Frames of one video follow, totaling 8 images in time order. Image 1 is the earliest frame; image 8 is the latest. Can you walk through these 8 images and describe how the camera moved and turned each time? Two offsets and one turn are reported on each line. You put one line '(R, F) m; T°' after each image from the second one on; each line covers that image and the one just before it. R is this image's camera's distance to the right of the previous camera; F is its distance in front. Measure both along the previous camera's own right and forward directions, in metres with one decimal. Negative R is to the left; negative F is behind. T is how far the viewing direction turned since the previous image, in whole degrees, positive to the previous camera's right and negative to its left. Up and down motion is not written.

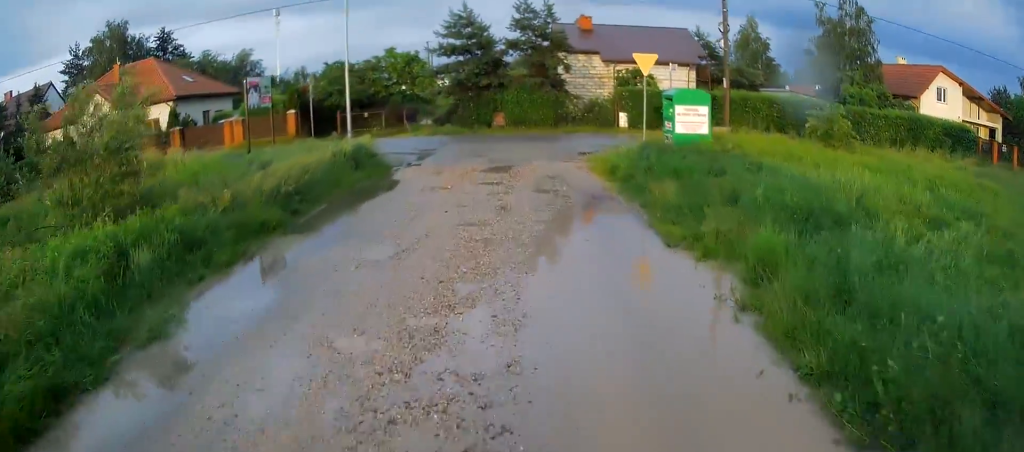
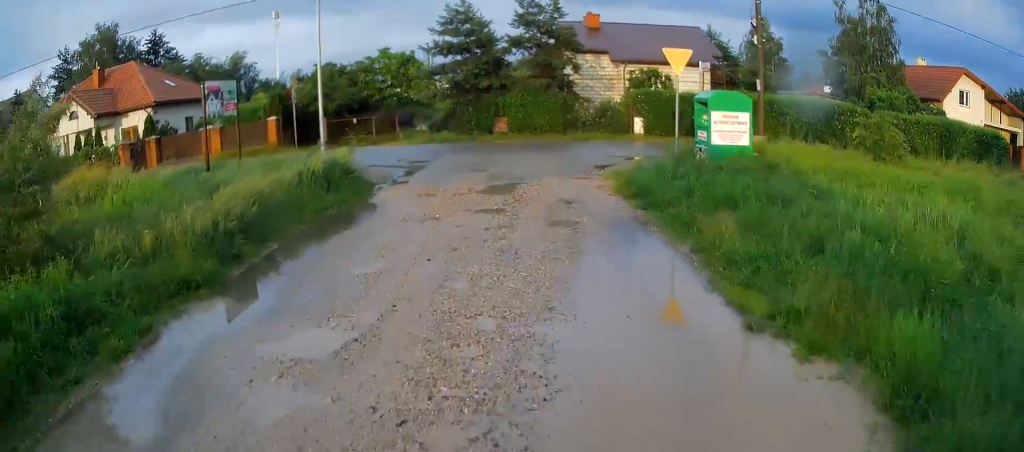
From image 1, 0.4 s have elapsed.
(-0.1, +3.1) m; -1°
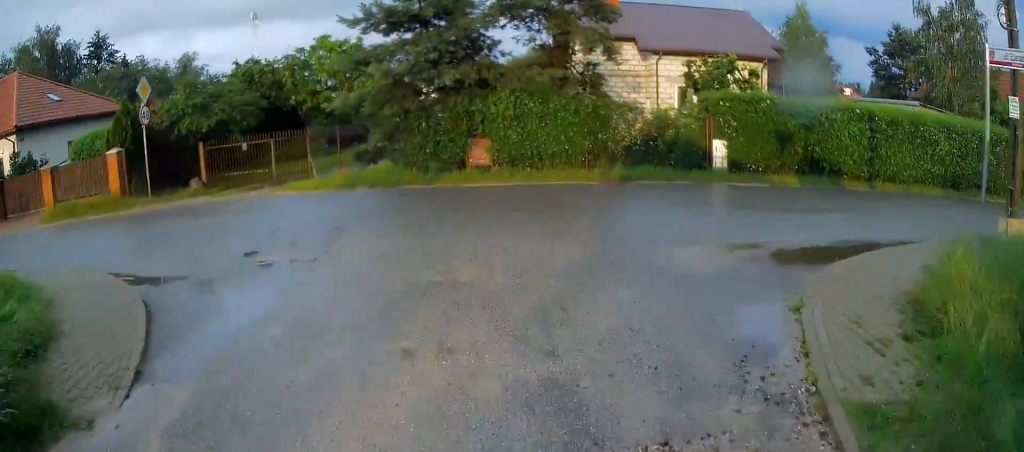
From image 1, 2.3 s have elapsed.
(0.0, +14.0) m; 0°
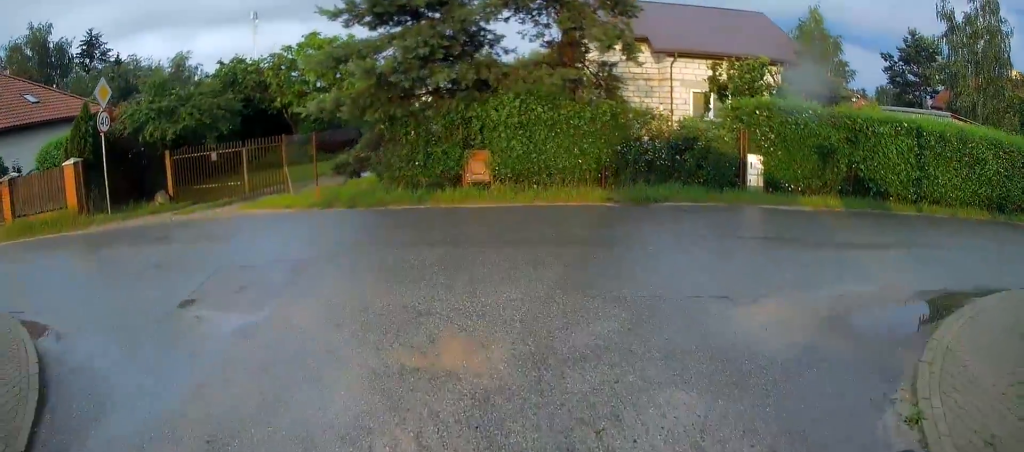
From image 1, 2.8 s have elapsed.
(+0.1, +3.1) m; -1°
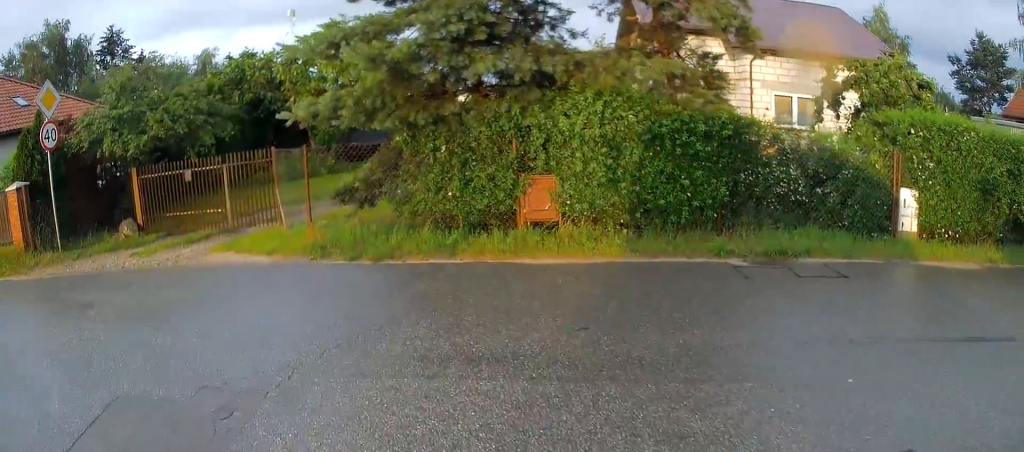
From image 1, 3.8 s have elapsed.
(-0.3, +6.0) m; -15°
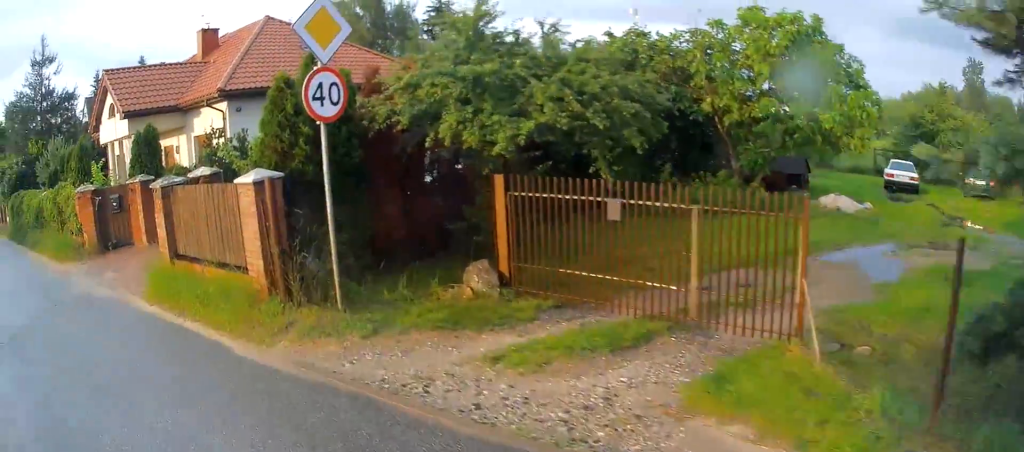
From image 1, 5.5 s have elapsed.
(-2.0, +5.6) m; -31°
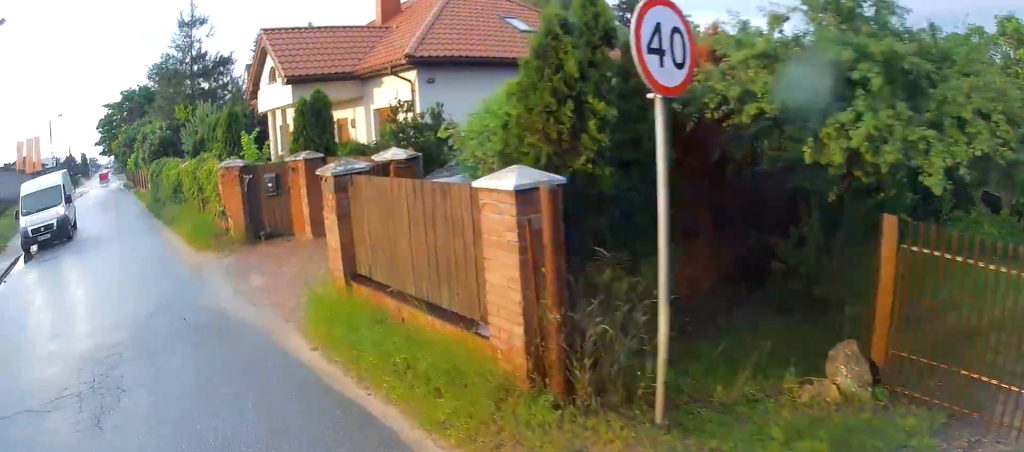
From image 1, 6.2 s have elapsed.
(-0.1, +1.9) m; -10°
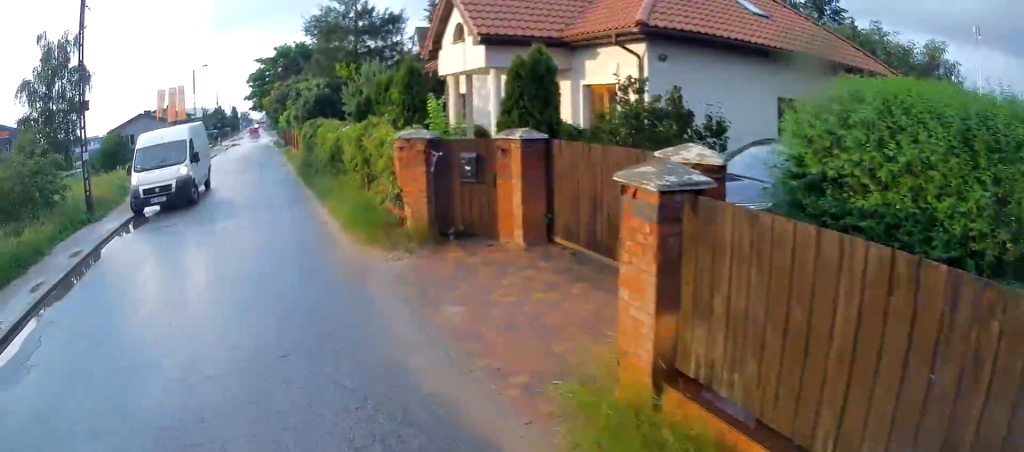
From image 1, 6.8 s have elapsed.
(0.0, +1.9) m; -12°
